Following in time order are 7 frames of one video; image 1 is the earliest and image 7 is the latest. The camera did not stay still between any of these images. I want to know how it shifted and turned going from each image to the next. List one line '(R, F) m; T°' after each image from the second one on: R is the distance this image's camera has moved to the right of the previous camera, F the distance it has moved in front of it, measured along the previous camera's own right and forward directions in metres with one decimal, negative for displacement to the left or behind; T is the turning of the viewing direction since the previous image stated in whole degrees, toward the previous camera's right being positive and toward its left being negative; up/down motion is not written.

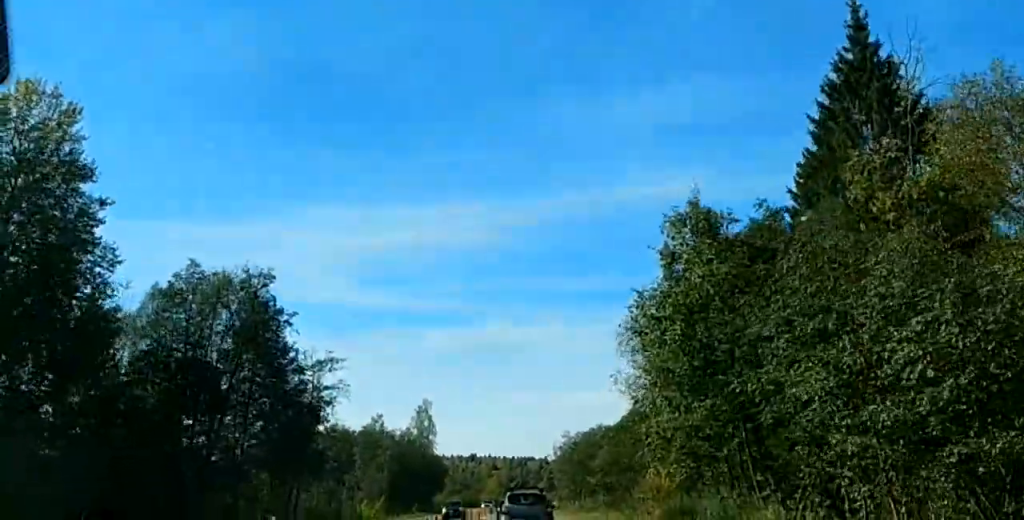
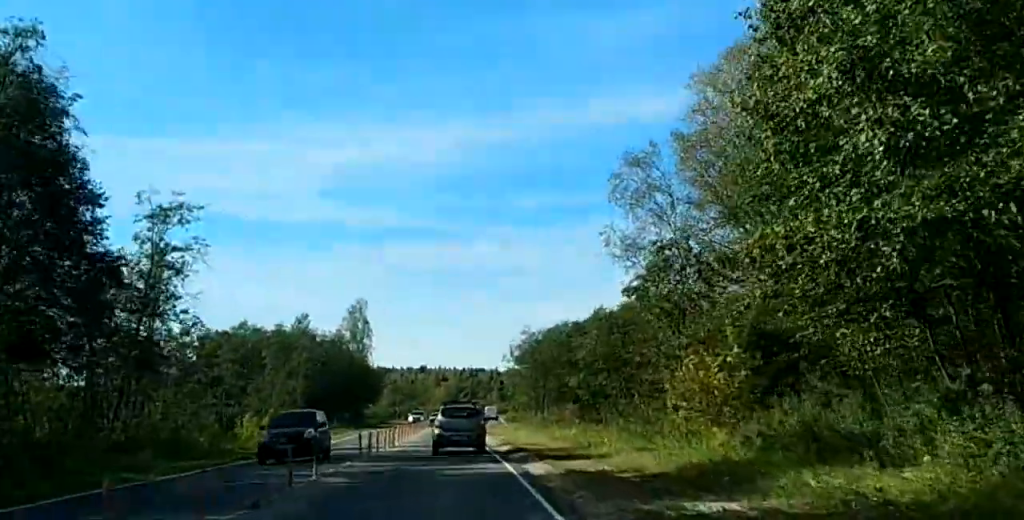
(-0.3, +23.9) m; -1°
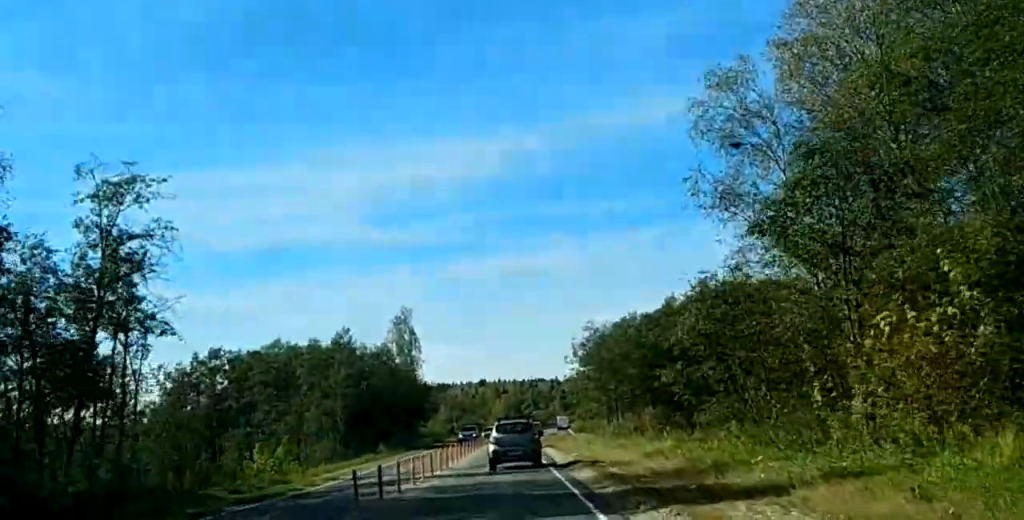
(0.0, +11.4) m; 0°
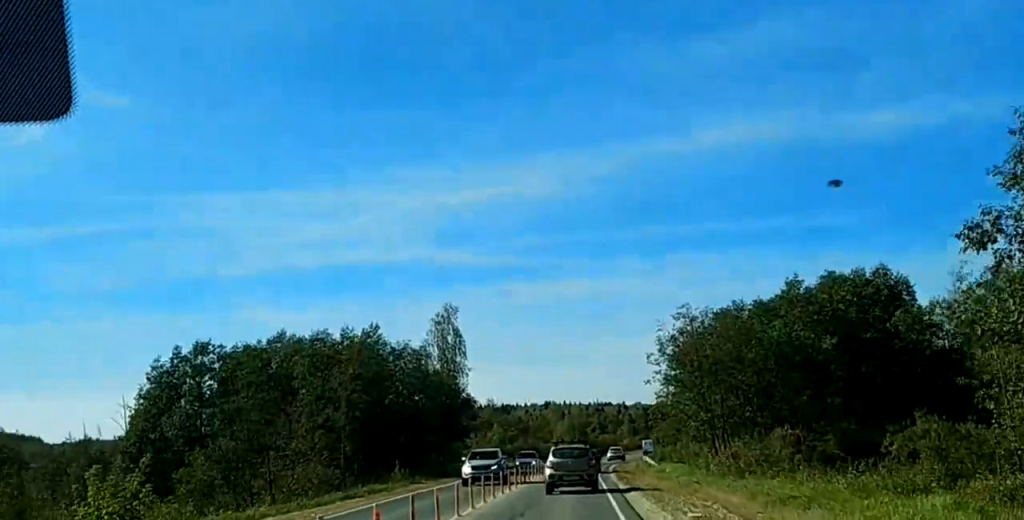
(0.0, +21.4) m; 0°
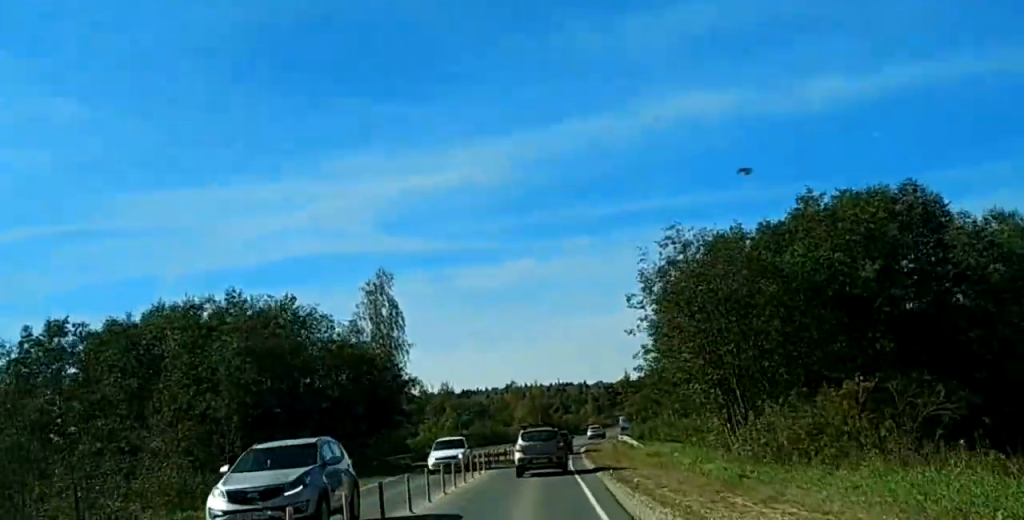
(0.0, +14.3) m; 0°
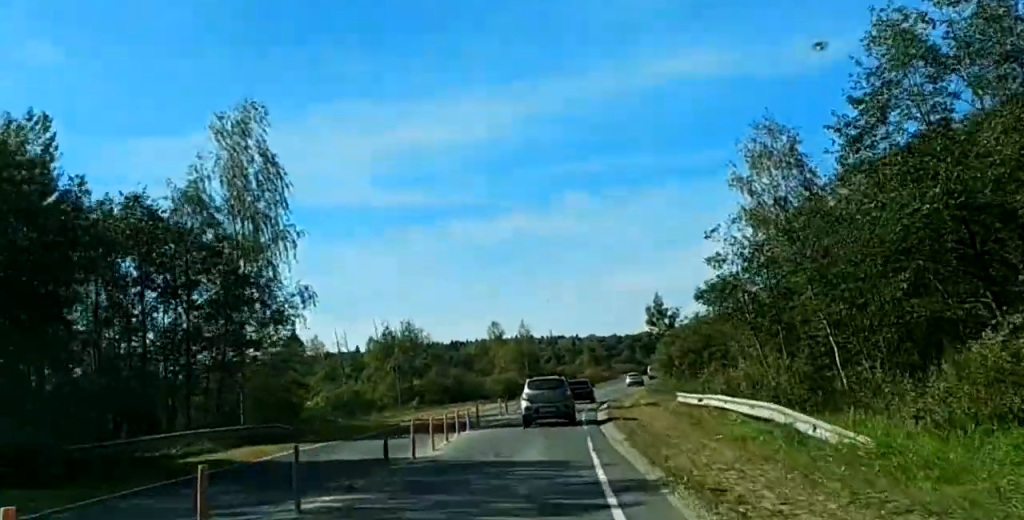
(0.0, +36.9) m; 0°
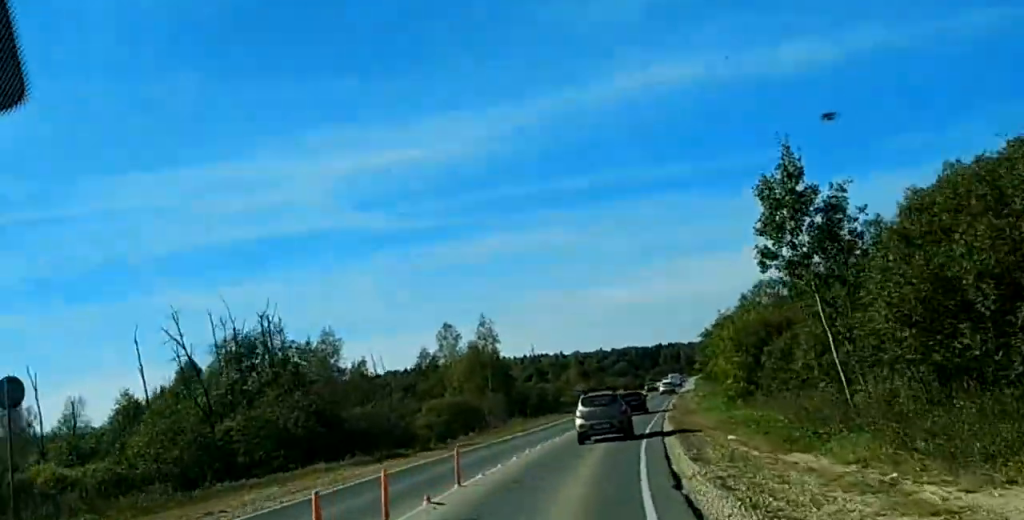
(+0.9, +43.5) m; +4°
